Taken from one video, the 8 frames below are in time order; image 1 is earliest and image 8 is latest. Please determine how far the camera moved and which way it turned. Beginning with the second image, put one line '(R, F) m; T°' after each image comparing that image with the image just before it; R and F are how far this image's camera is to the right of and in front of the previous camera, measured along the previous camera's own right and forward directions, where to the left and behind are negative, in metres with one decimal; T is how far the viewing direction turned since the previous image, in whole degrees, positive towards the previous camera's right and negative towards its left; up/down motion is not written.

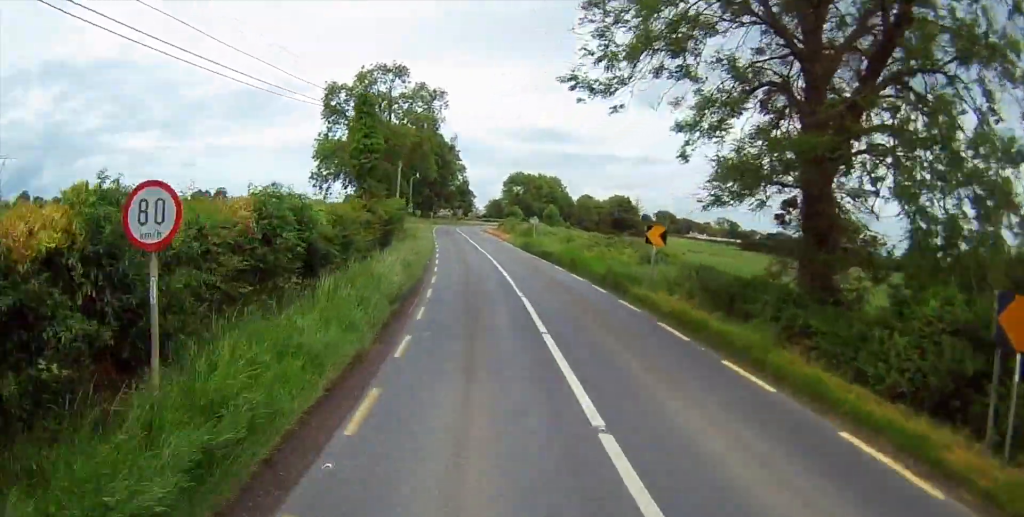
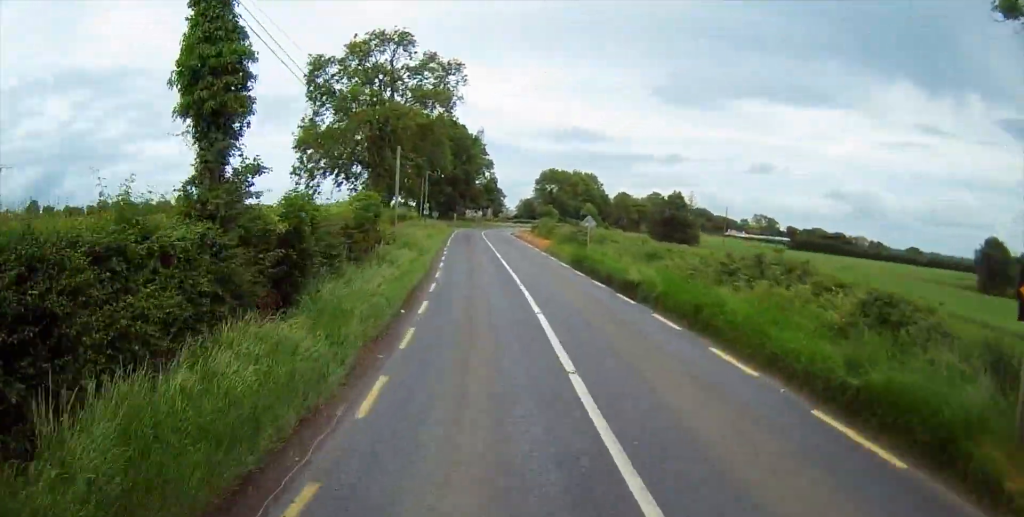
(-0.3, +17.3) m; -4°
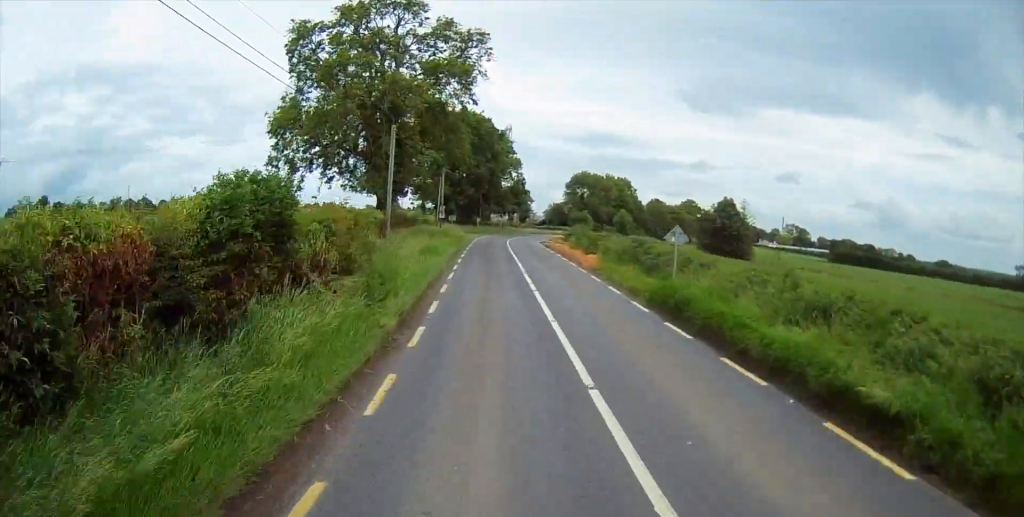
(-0.8, +14.4) m; -3°
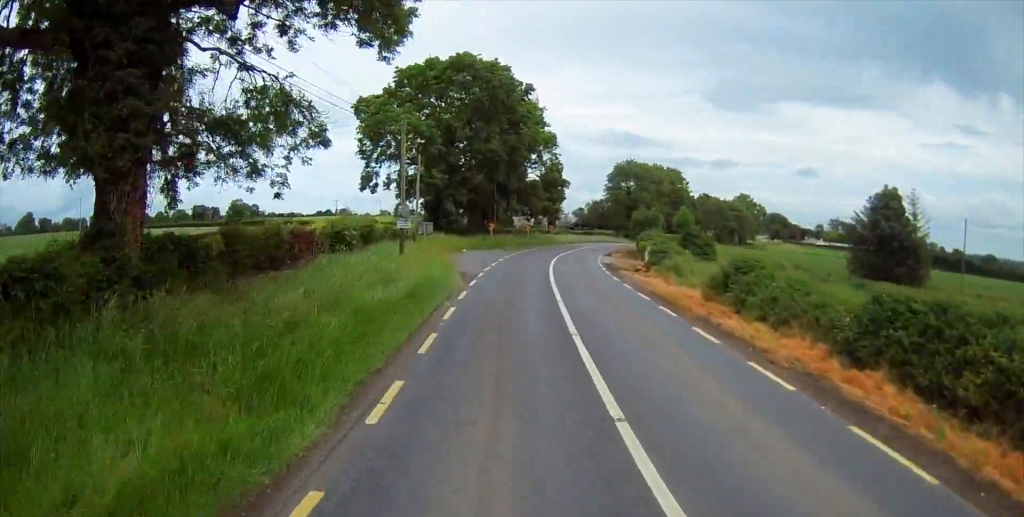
(-0.8, +45.0) m; -2°
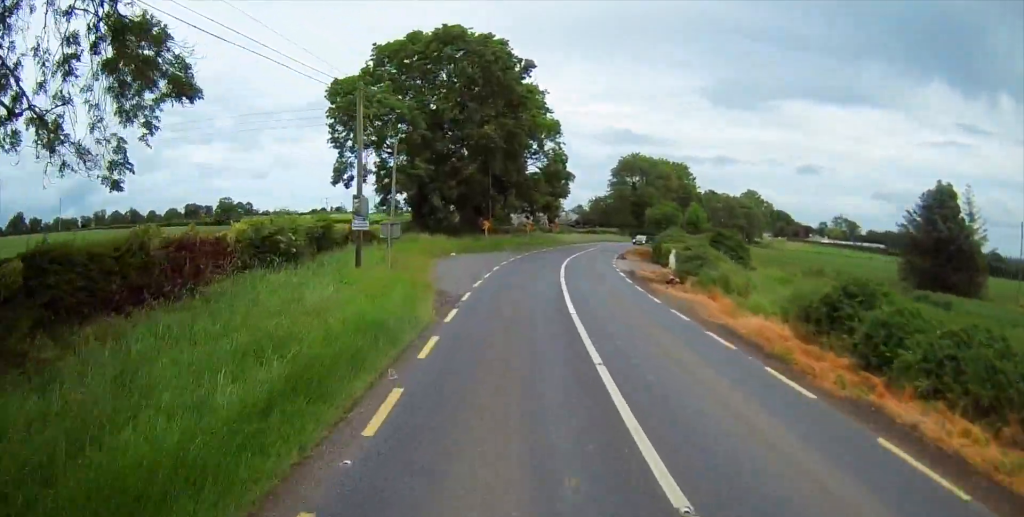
(0.0, +9.9) m; 0°
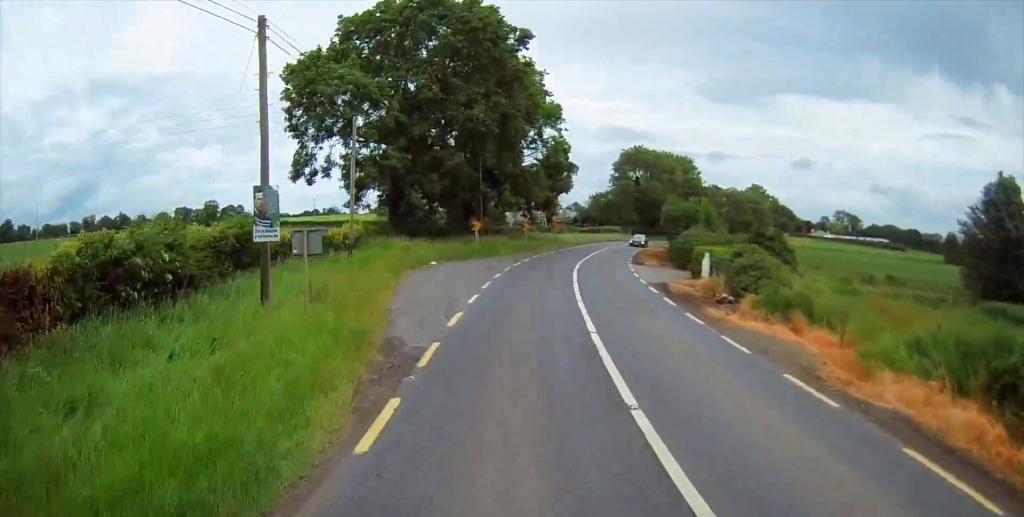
(0.0, +9.6) m; 0°
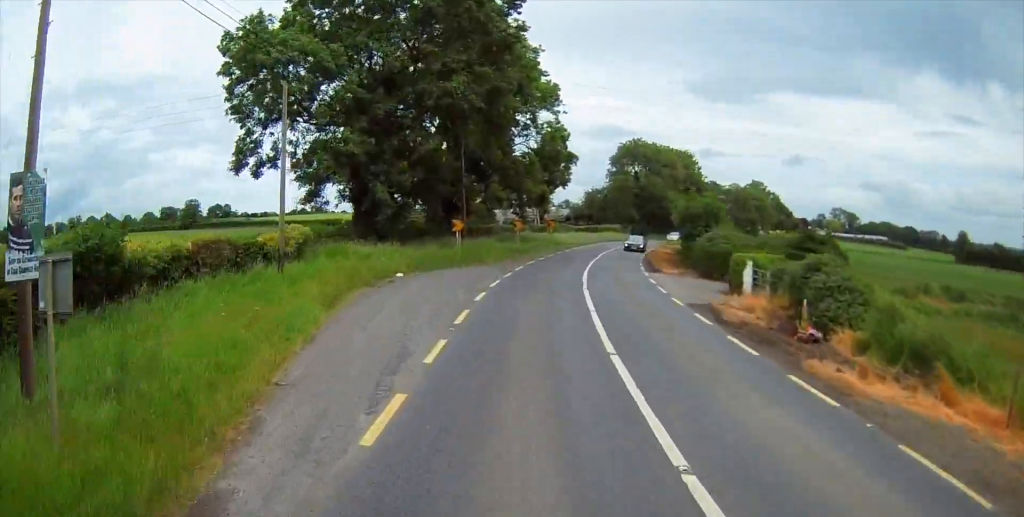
(0.0, +8.8) m; 0°
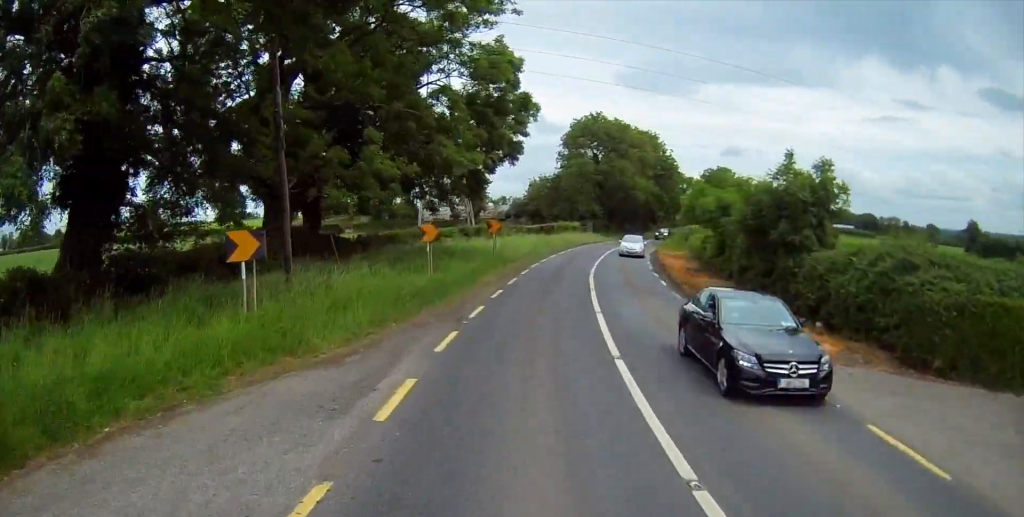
(+0.6, +25.3) m; +5°
